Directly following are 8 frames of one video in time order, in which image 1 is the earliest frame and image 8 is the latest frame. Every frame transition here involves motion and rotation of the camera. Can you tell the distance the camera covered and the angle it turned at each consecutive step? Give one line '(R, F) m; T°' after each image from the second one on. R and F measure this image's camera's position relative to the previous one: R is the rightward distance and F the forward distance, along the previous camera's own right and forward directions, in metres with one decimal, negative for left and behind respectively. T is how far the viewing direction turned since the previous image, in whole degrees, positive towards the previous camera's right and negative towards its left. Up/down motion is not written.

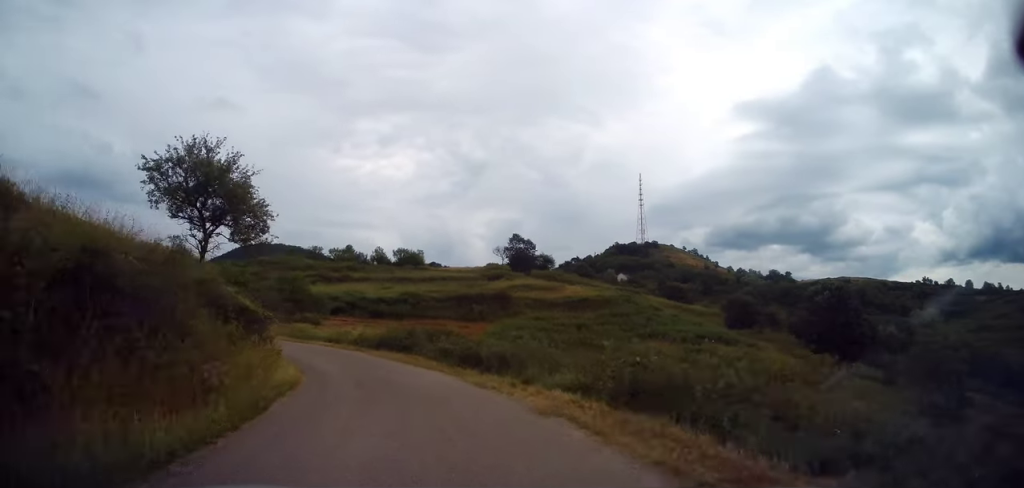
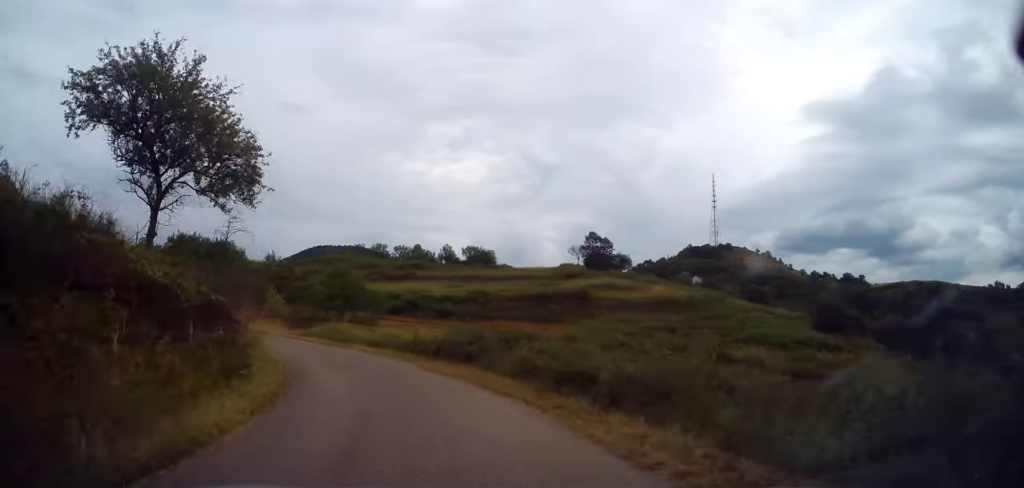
(-0.6, +7.1) m; -7°
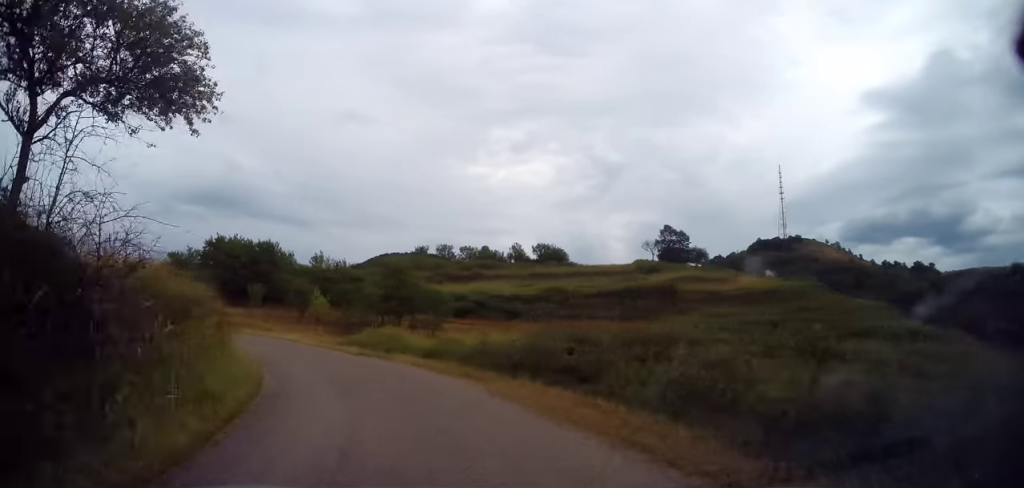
(-0.2, +6.3) m; -7°
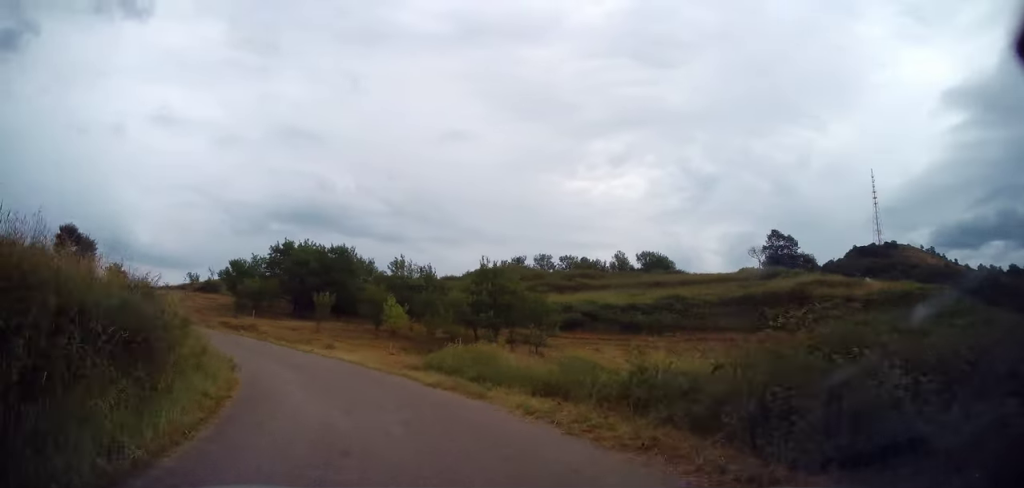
(-0.5, +7.3) m; -11°
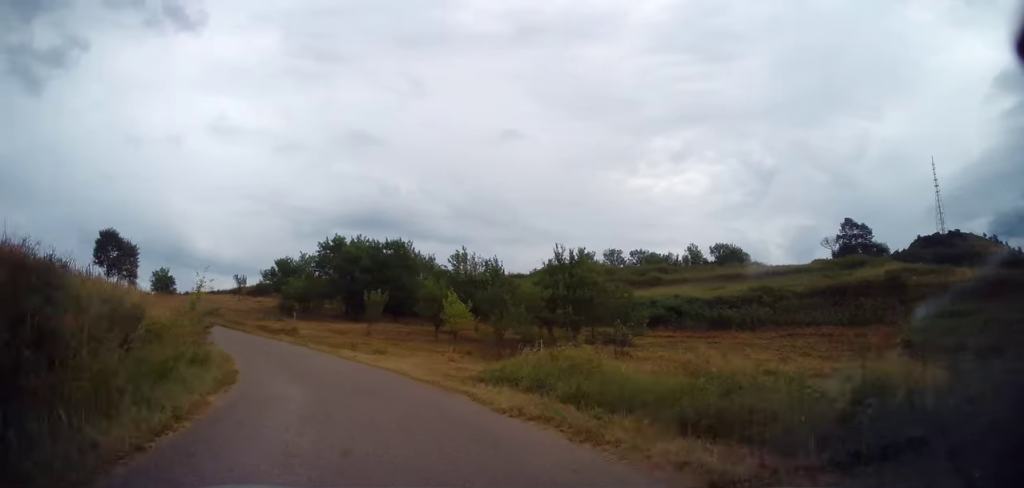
(-0.4, +4.6) m; -7°
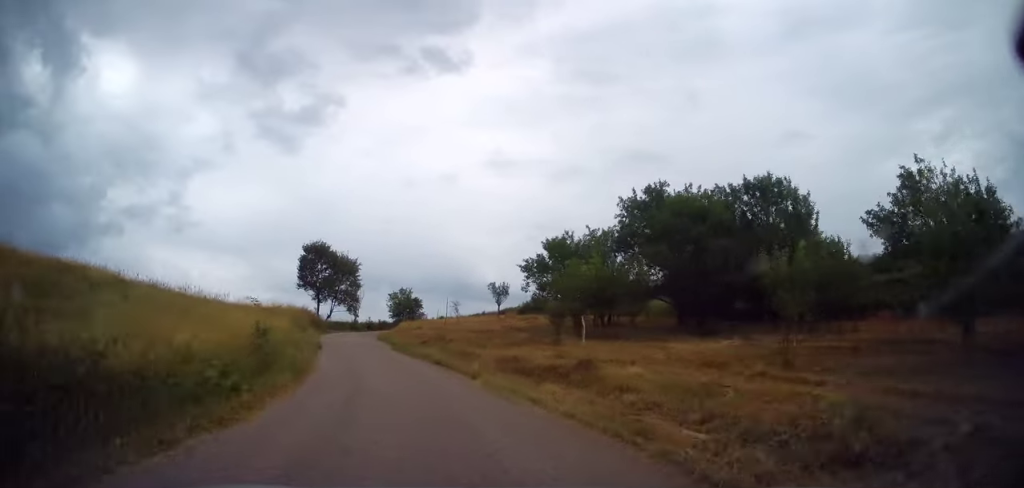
(-5.3, +20.6) m; -27°
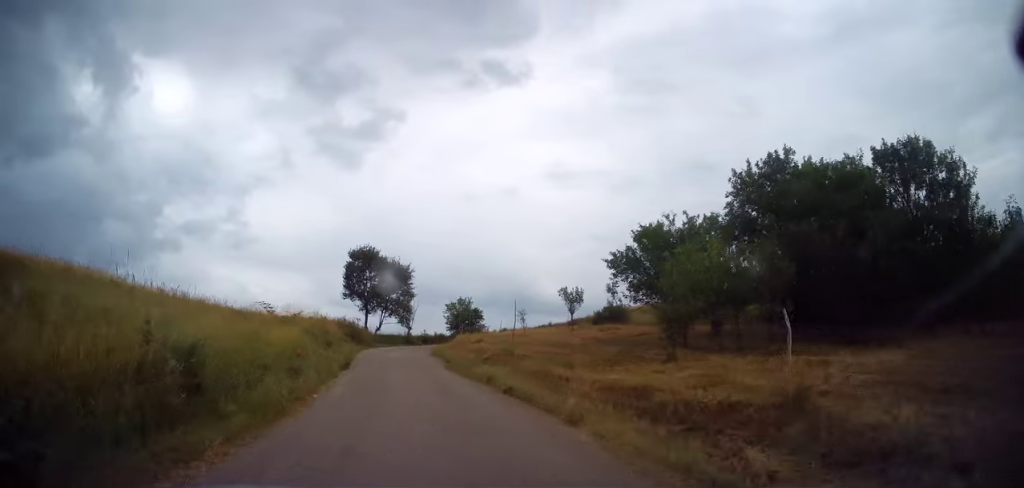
(-0.5, +5.6) m; -7°
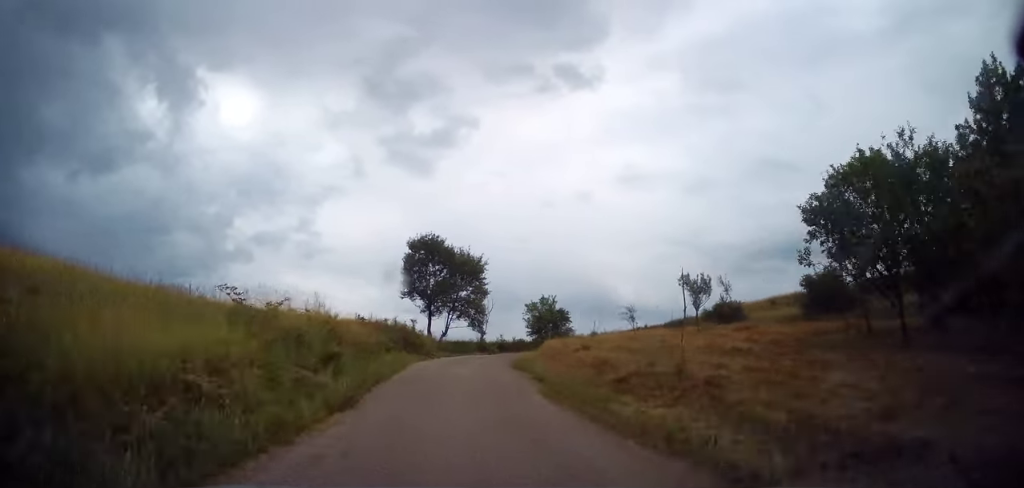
(-0.8, +8.7) m; -6°
